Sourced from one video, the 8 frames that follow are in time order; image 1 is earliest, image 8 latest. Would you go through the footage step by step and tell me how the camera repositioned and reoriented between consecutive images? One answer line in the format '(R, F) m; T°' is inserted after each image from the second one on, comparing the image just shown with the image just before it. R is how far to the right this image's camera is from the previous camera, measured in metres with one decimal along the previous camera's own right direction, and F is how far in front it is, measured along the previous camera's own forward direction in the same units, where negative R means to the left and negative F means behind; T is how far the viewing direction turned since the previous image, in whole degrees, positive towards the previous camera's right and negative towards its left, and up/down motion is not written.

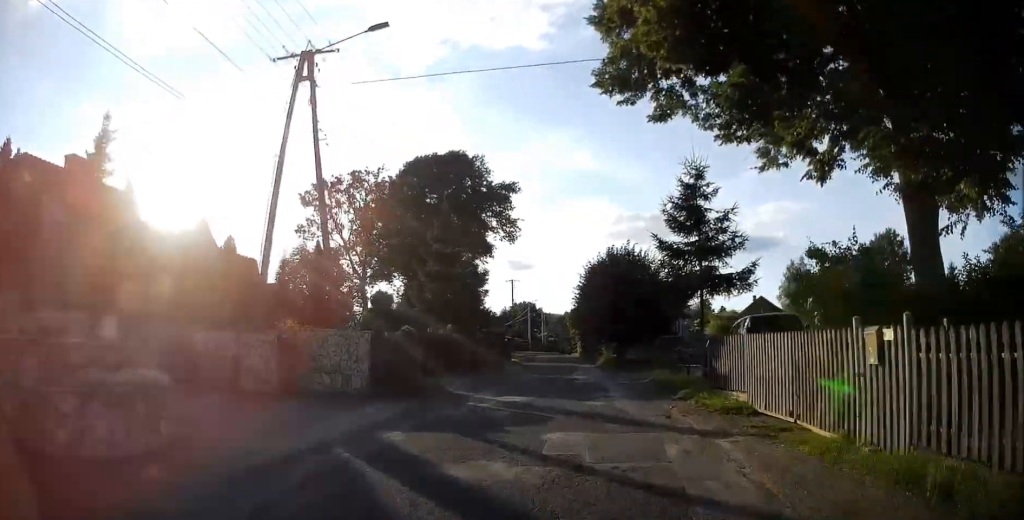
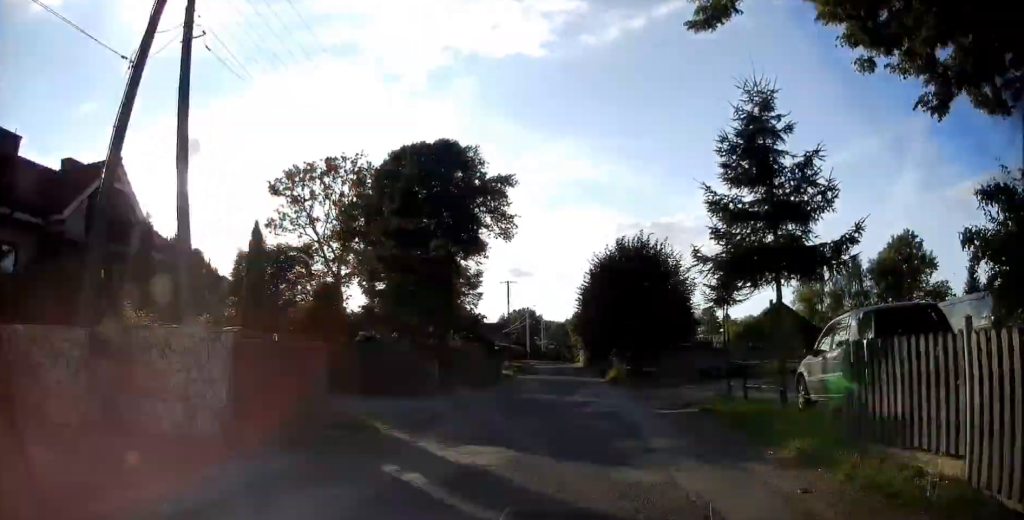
(0.0, +6.1) m; -1°
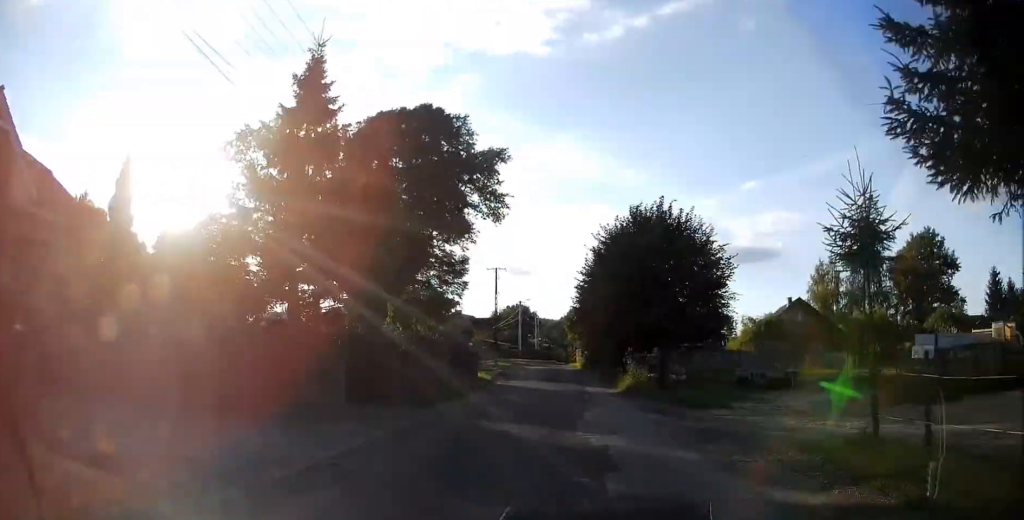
(-0.2, +7.4) m; -1°
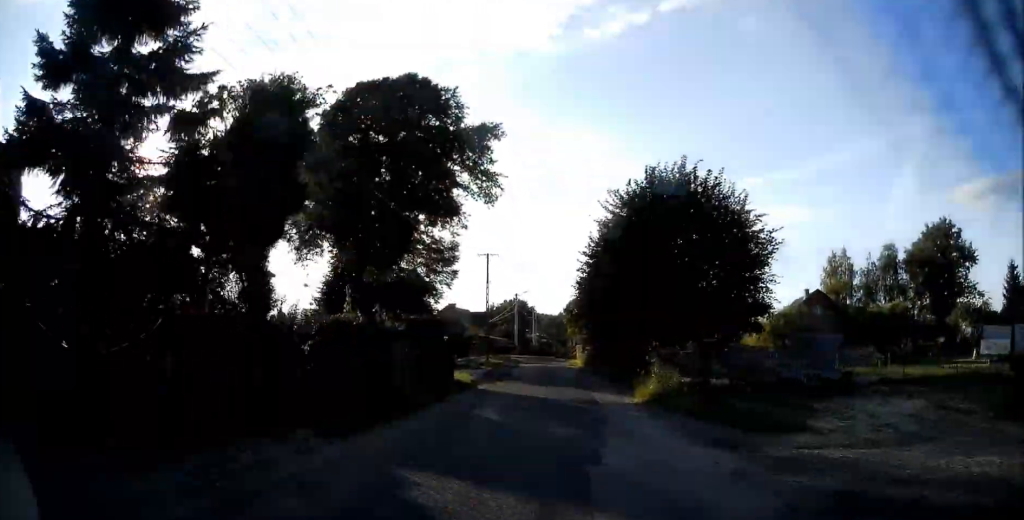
(-0.1, +5.0) m; 0°
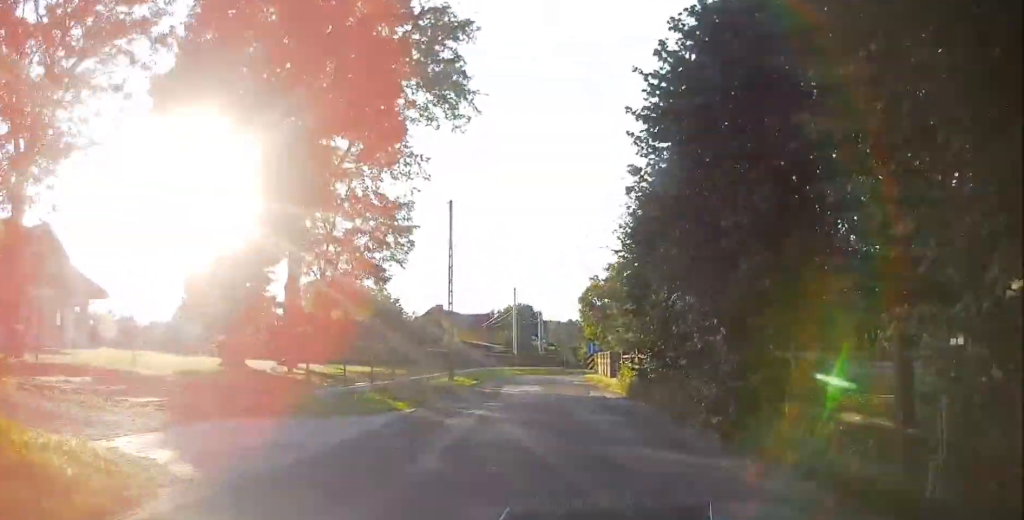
(+0.3, +17.6) m; +1°
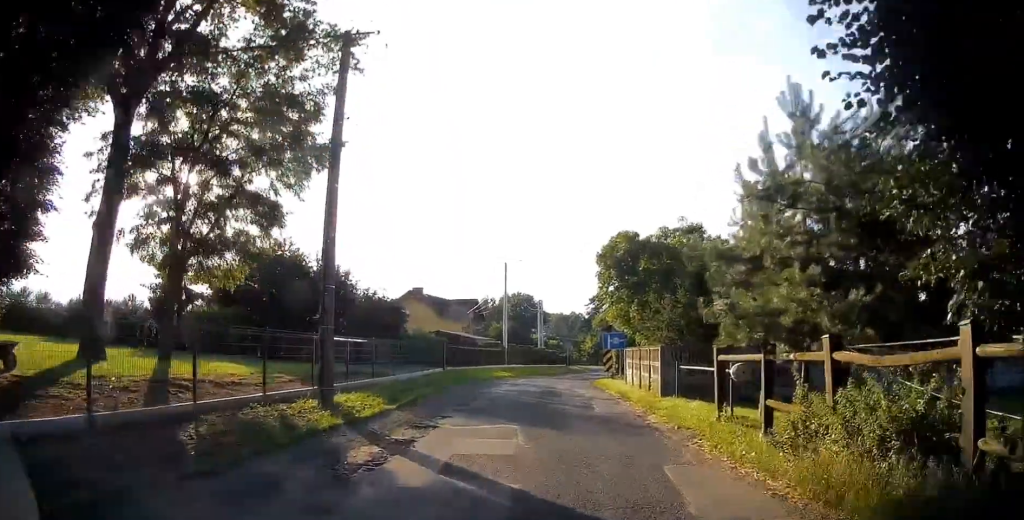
(0.0, +13.0) m; 0°
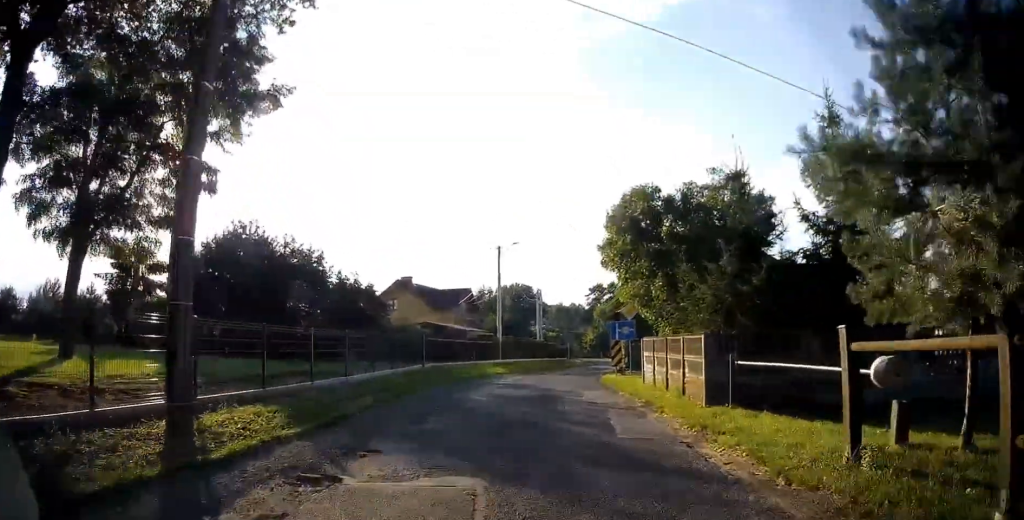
(0.0, +4.1) m; 0°
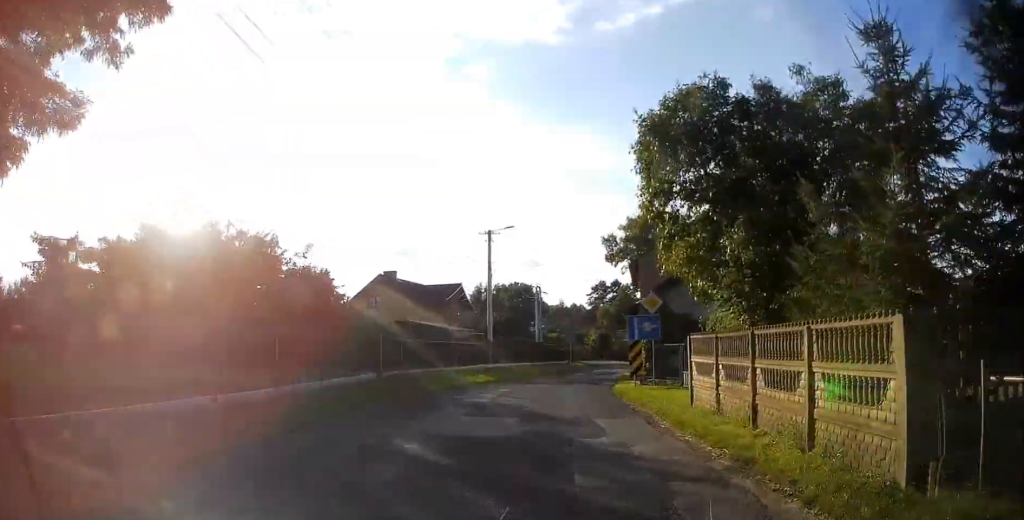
(0.0, +4.9) m; 0°
